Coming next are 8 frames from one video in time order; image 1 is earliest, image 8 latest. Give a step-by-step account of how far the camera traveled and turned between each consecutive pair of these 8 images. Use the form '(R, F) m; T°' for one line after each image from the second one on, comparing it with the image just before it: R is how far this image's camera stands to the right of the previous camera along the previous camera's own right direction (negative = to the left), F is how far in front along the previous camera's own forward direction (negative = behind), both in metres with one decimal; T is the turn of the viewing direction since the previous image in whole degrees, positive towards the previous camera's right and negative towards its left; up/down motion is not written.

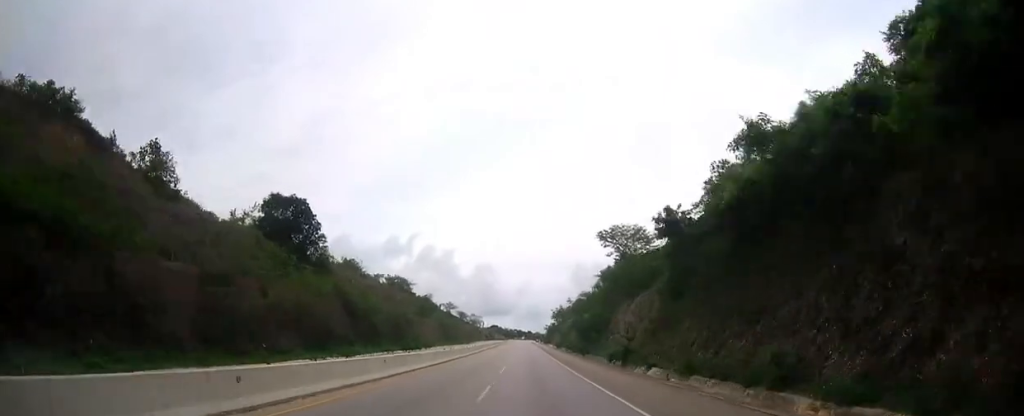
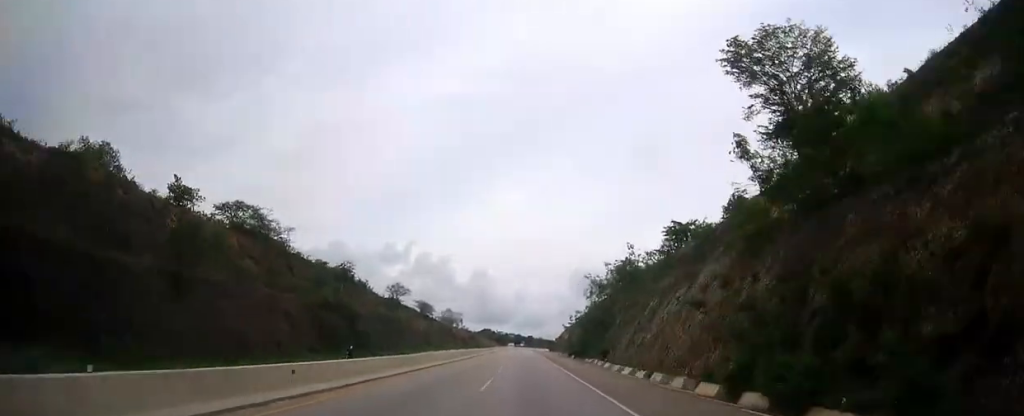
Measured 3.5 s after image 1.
(0.0, +100.5) m; 0°
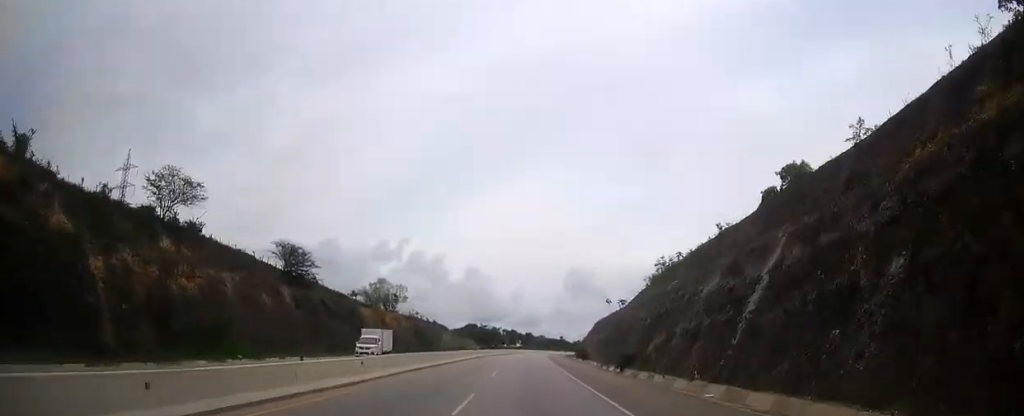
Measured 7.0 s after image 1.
(+0.2, +97.4) m; +1°
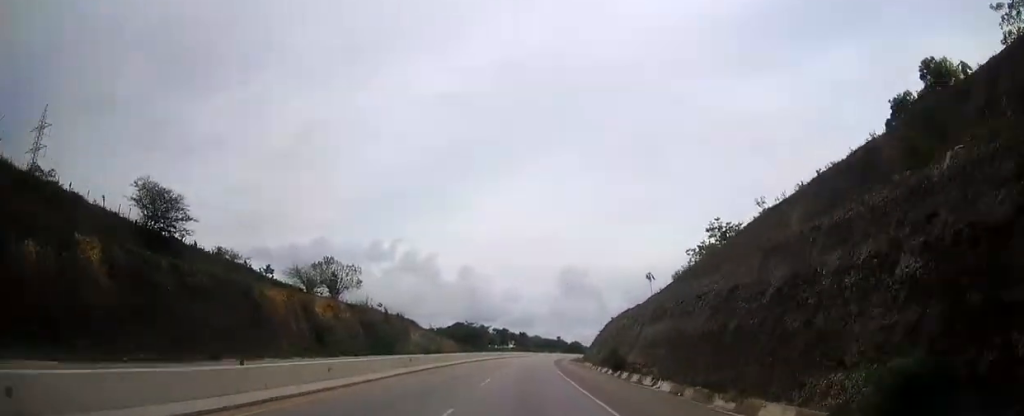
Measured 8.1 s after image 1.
(+0.1, +30.0) m; +1°
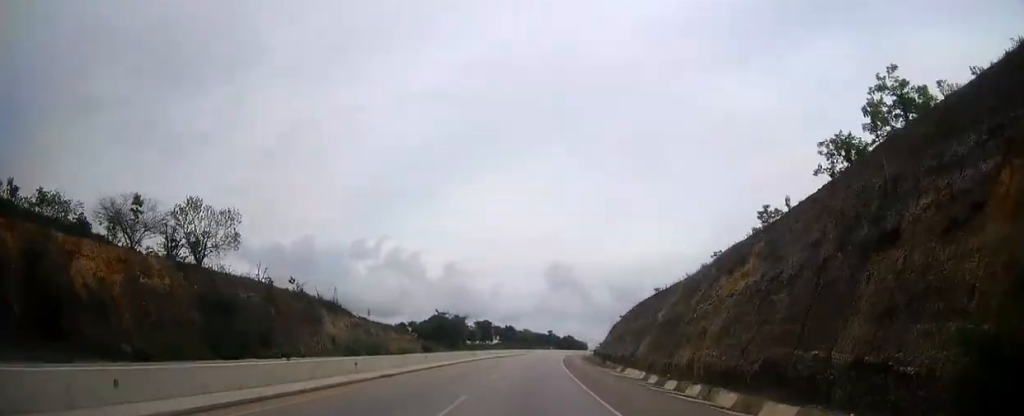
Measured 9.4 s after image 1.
(+0.1, +34.9) m; +1°
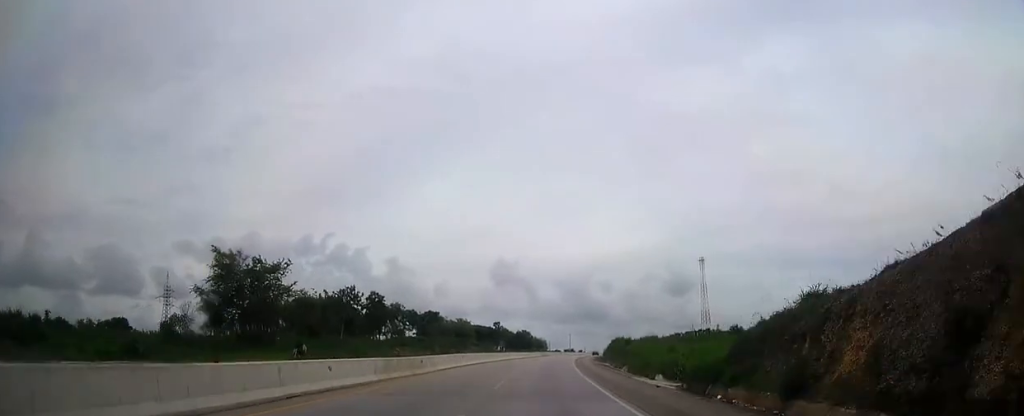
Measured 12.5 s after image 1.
(+2.4, +83.1) m; +5°
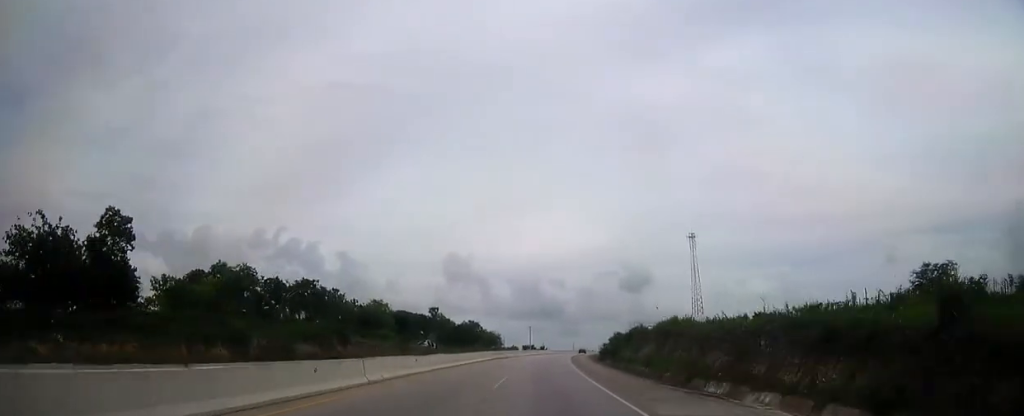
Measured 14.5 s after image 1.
(+2.3, +52.5) m; +4°
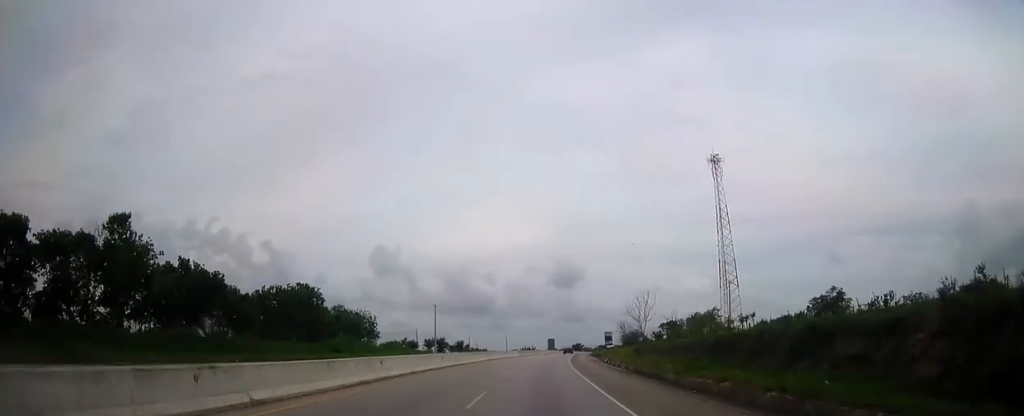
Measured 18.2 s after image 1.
(+6.0, +97.5) m; +7°
